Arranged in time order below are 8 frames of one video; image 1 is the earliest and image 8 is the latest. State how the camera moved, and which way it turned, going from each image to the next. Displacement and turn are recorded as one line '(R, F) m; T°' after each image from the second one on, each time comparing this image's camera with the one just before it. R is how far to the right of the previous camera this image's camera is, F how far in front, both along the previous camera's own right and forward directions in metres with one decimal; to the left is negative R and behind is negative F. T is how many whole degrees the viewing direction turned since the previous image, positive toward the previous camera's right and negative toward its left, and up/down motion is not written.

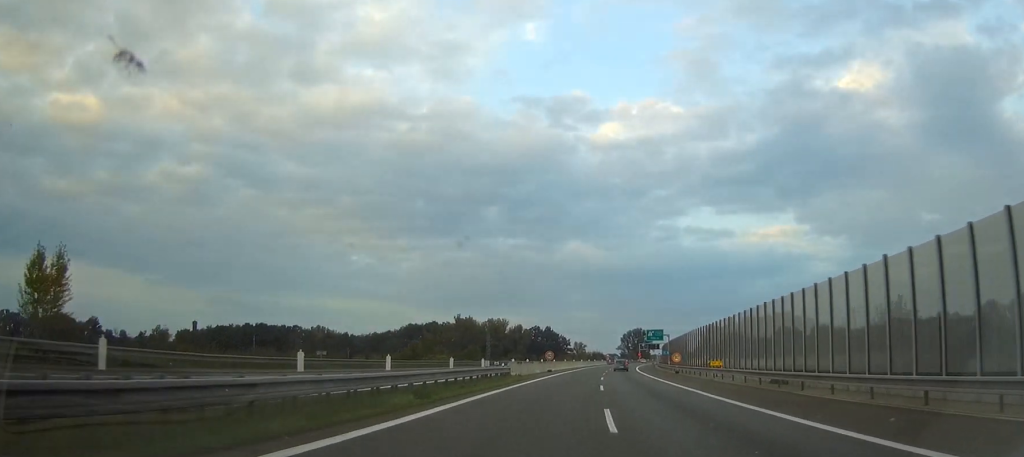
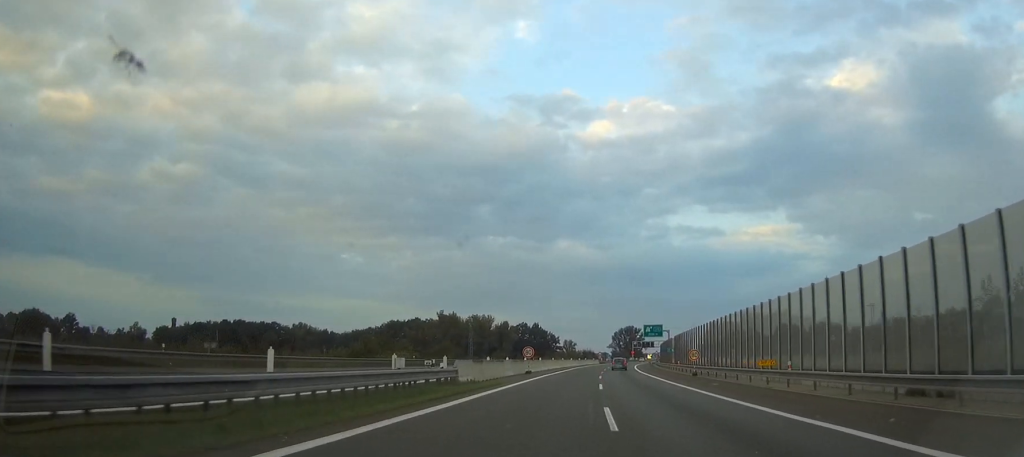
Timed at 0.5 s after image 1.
(0.0, +17.8) m; +1°
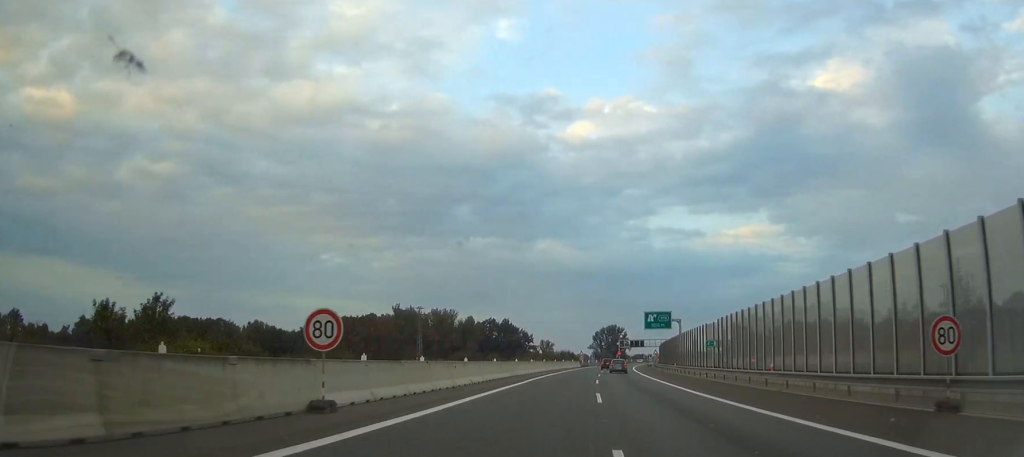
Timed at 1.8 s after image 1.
(+1.0, +43.2) m; +2°
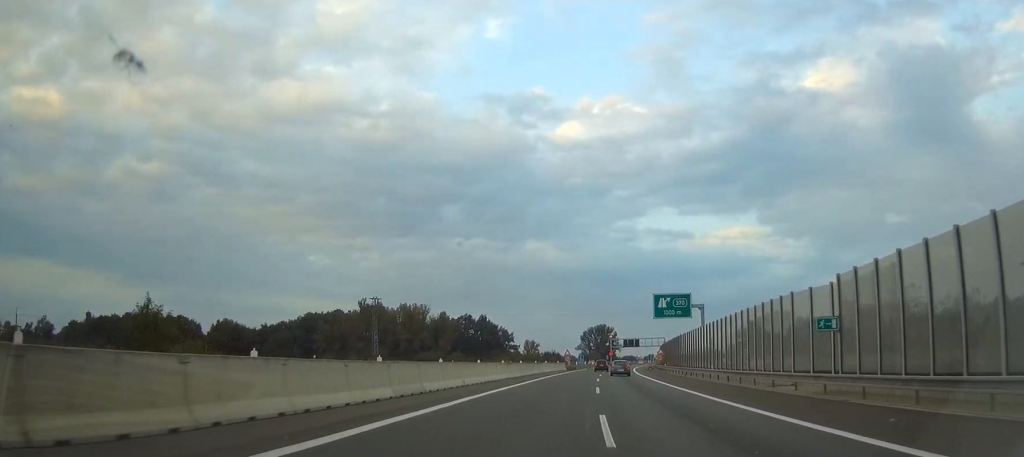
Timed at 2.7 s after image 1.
(+0.3, +29.0) m; +1°
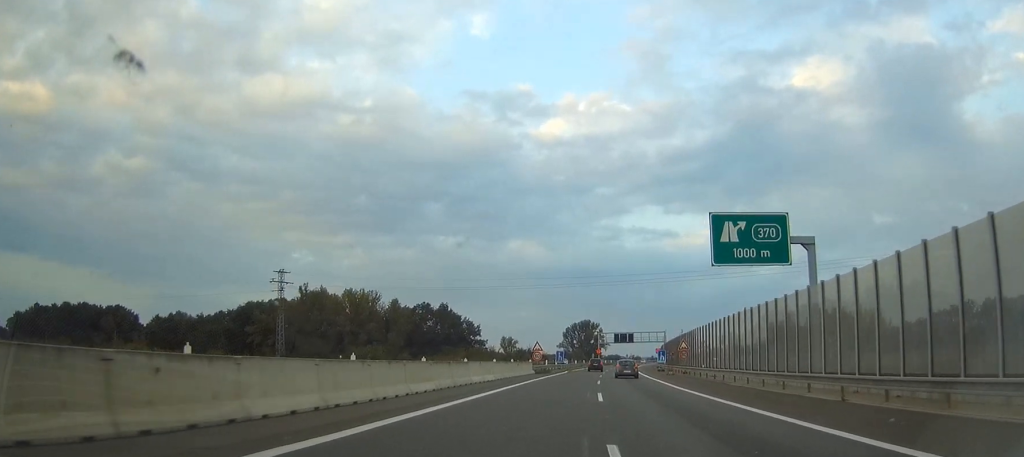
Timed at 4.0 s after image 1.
(+0.4, +41.4) m; +1°
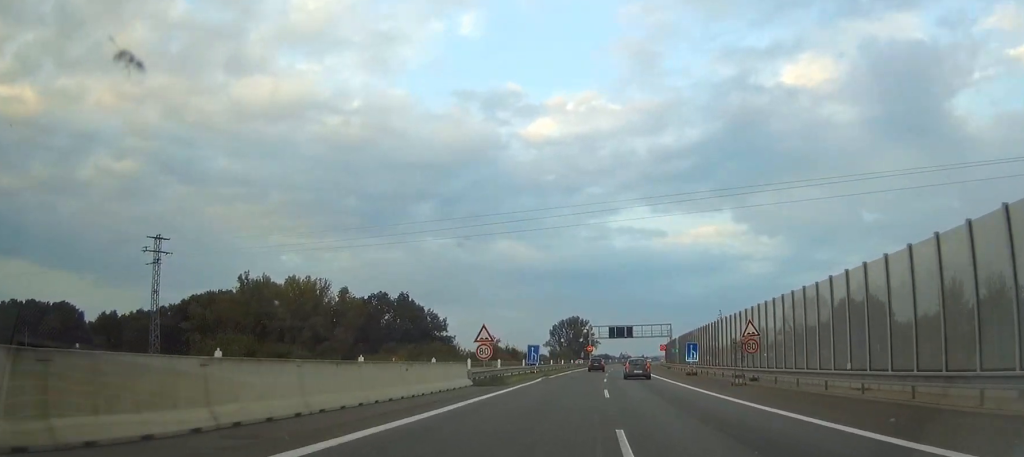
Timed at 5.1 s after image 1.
(+0.2, +33.9) m; +1°
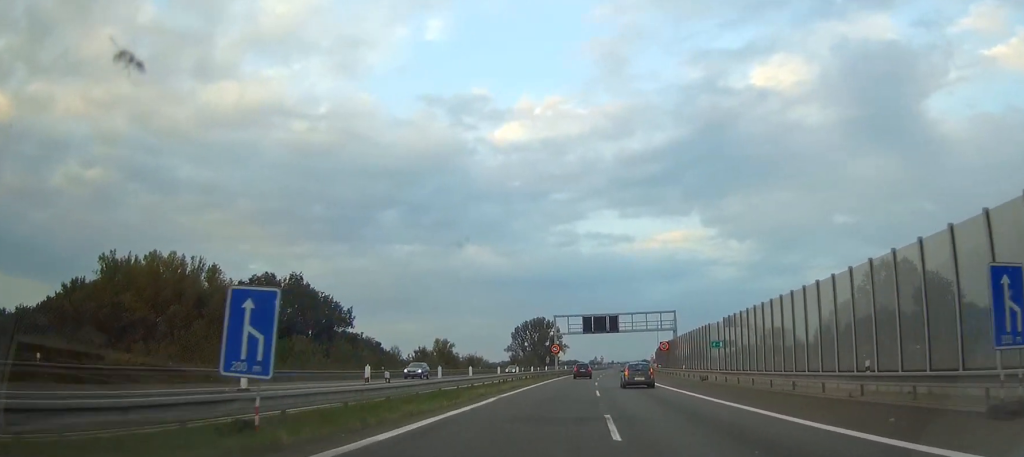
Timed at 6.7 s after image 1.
(+0.8, +50.9) m; +2°
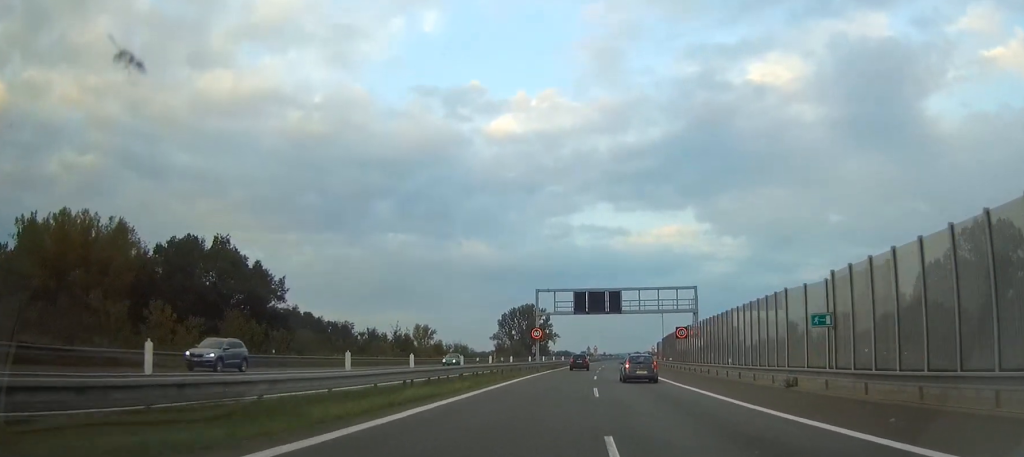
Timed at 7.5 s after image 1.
(+0.3, +26.4) m; +2°
